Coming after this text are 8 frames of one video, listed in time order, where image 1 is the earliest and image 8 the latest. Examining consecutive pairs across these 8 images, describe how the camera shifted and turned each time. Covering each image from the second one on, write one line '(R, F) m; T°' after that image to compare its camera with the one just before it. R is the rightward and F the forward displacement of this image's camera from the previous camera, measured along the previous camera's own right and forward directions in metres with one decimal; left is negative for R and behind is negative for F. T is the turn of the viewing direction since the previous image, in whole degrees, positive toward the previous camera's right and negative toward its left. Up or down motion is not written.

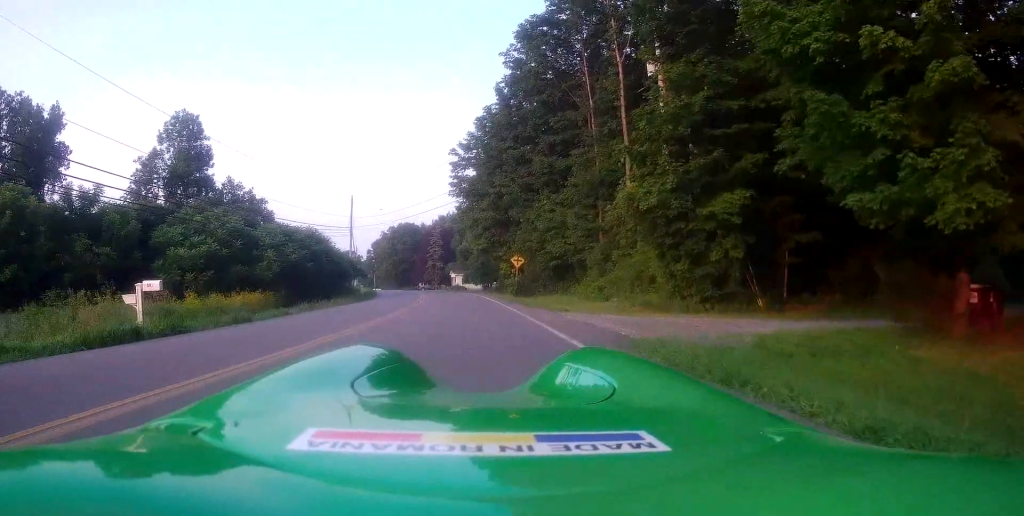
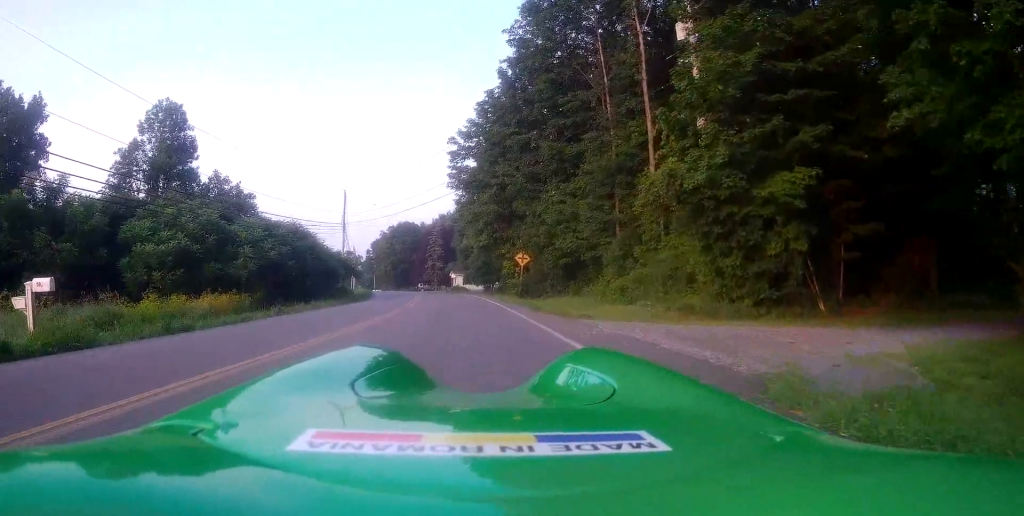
(-0.2, +4.0) m; +1°
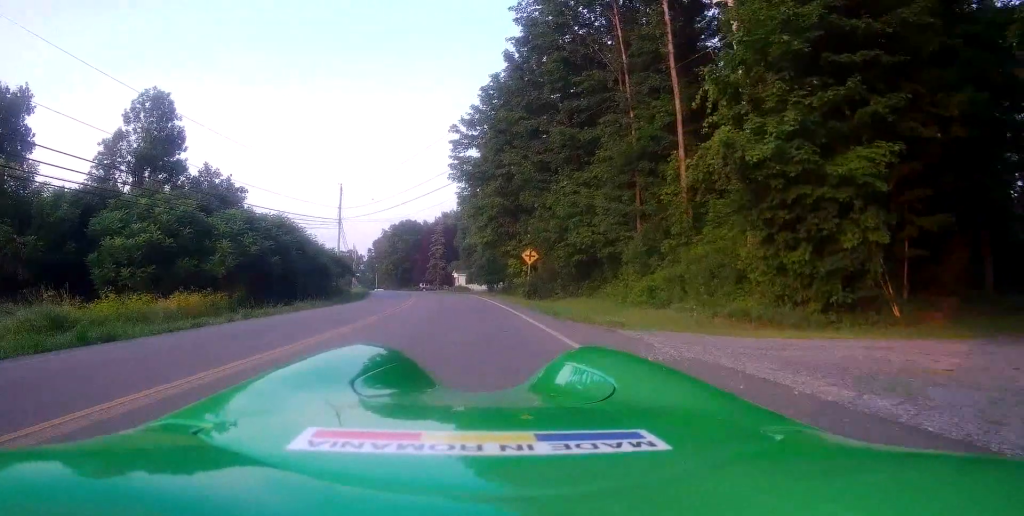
(+0.2, +3.5) m; +2°
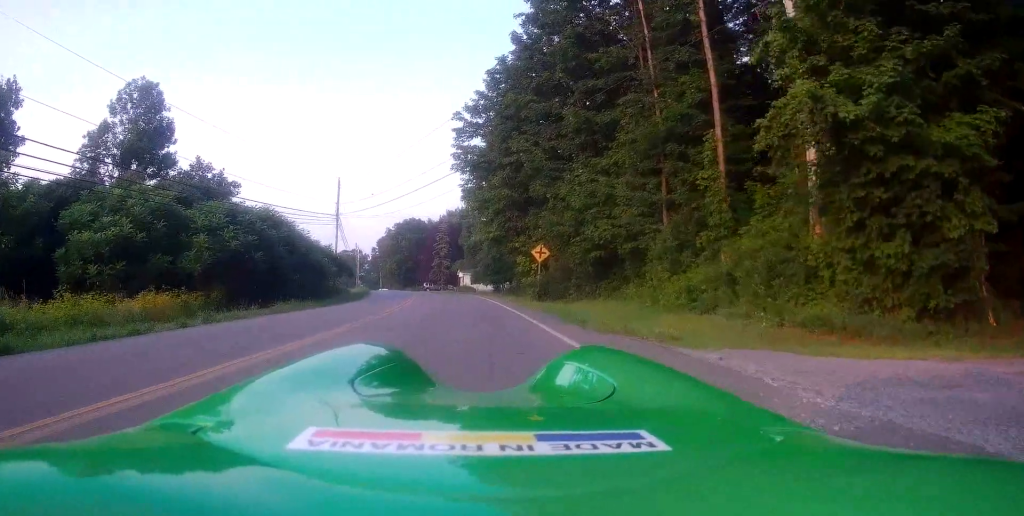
(+0.1, +3.2) m; +1°
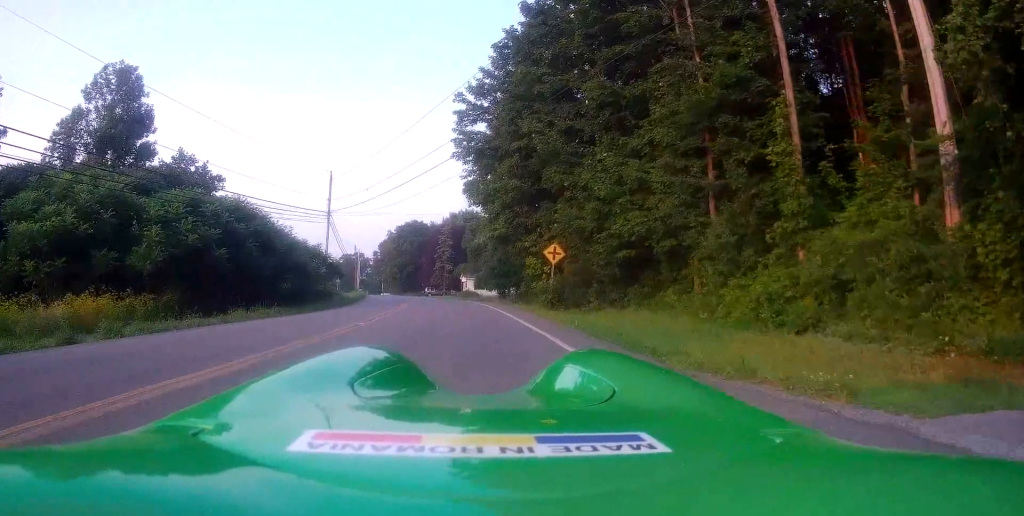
(-0.1, +4.7) m; -1°
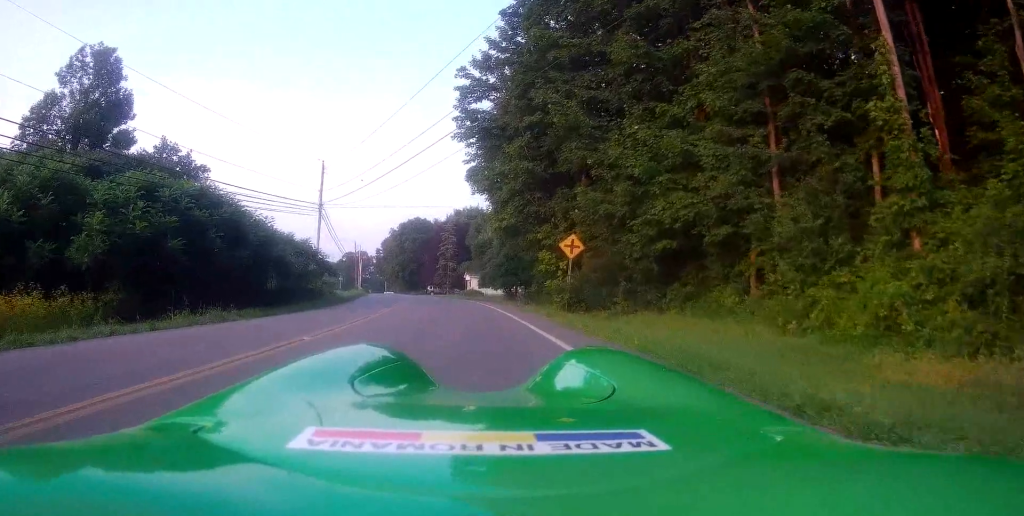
(0.0, +4.1) m; -2°
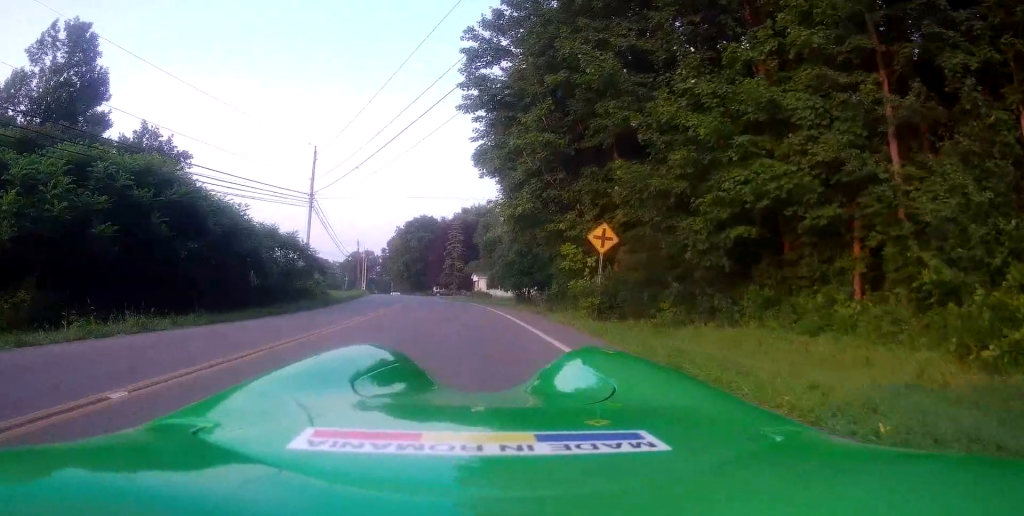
(-0.1, +4.6) m; -2°
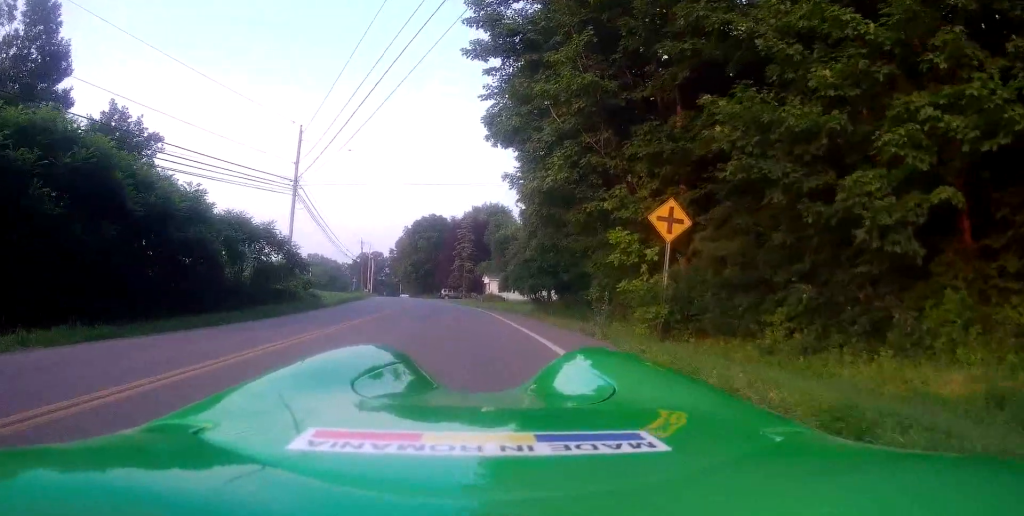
(-0.1, +6.0) m; 0°
